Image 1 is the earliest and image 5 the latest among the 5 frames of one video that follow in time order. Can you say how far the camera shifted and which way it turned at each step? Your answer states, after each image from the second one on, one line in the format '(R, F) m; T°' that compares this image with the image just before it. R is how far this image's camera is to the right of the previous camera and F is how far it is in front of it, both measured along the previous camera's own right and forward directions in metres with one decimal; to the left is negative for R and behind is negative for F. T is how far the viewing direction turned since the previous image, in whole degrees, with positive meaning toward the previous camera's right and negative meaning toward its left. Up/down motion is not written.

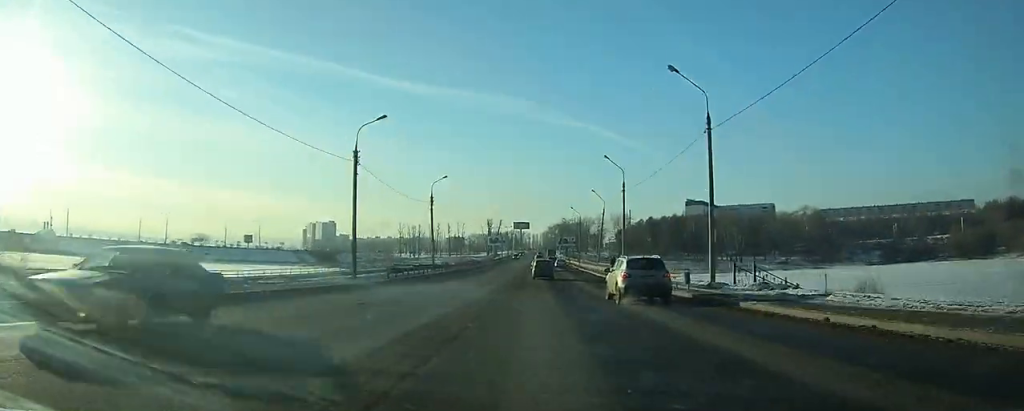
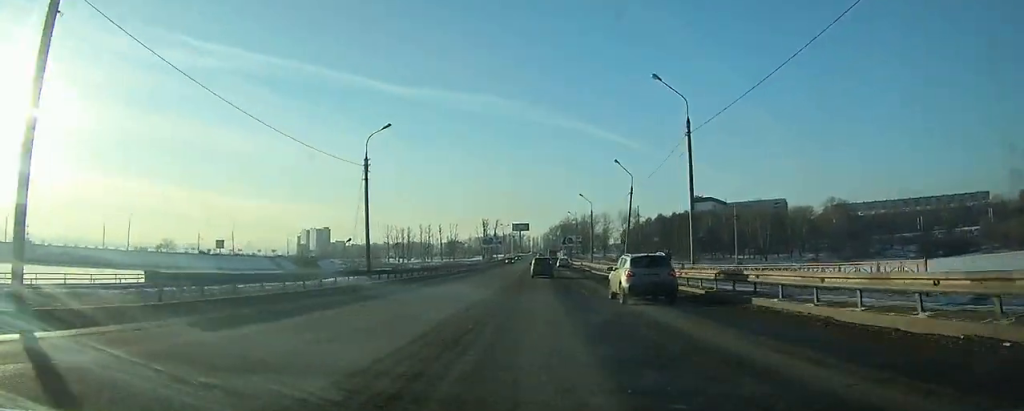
(-0.1, +25.9) m; 0°
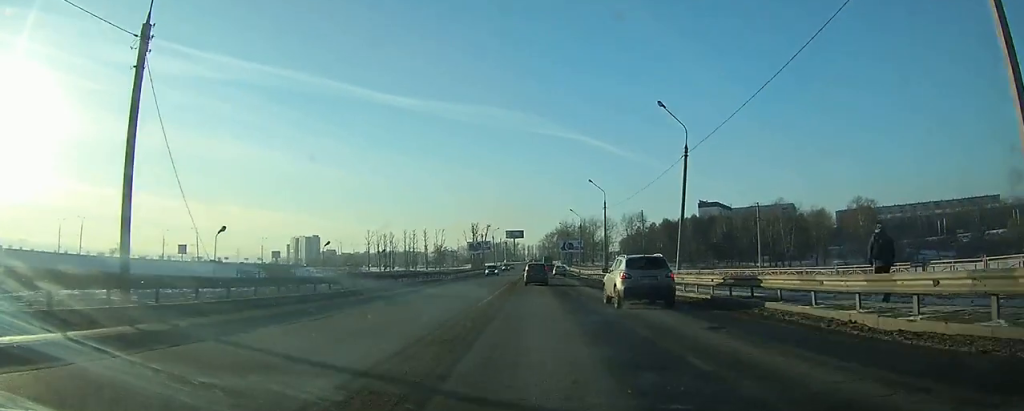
(+0.1, +24.4) m; 0°
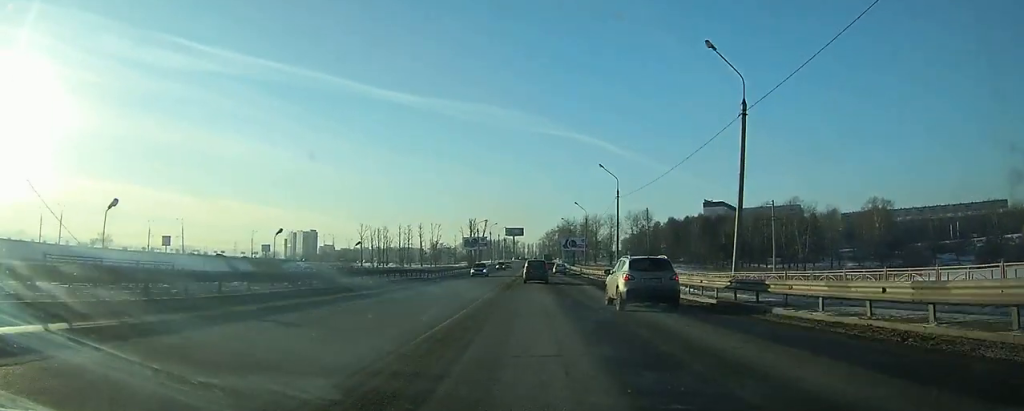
(0.0, +10.6) m; 0°
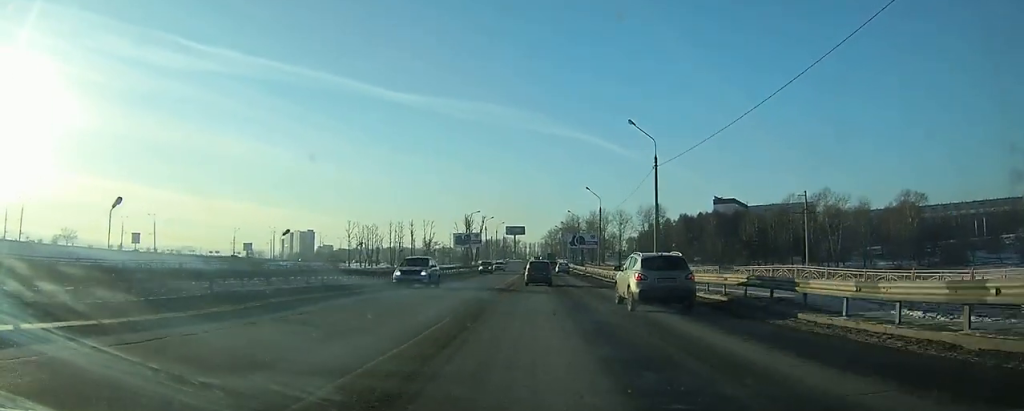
(0.0, +19.1) m; 0°
